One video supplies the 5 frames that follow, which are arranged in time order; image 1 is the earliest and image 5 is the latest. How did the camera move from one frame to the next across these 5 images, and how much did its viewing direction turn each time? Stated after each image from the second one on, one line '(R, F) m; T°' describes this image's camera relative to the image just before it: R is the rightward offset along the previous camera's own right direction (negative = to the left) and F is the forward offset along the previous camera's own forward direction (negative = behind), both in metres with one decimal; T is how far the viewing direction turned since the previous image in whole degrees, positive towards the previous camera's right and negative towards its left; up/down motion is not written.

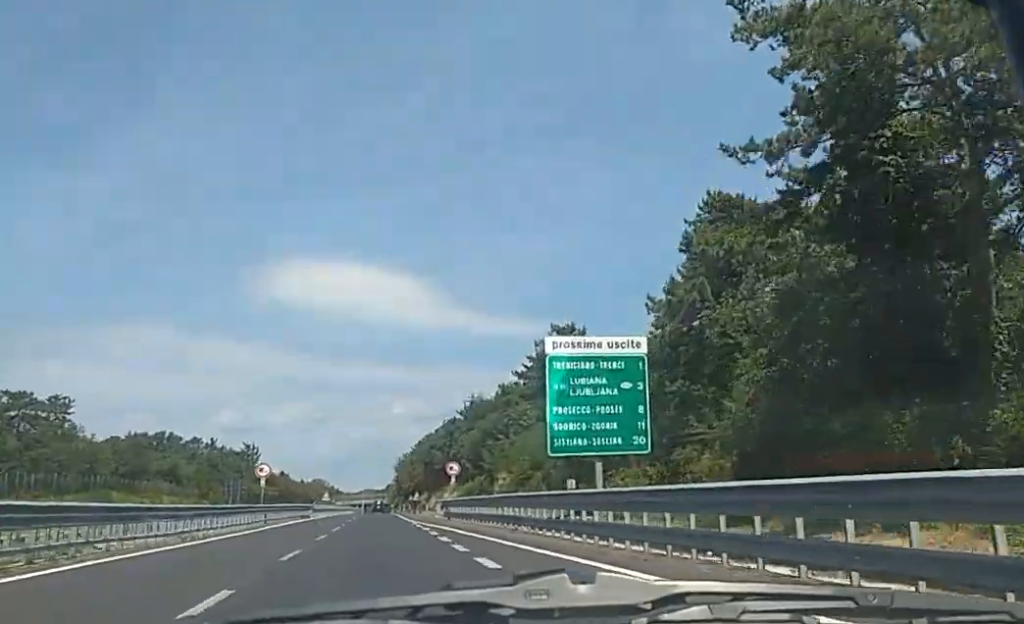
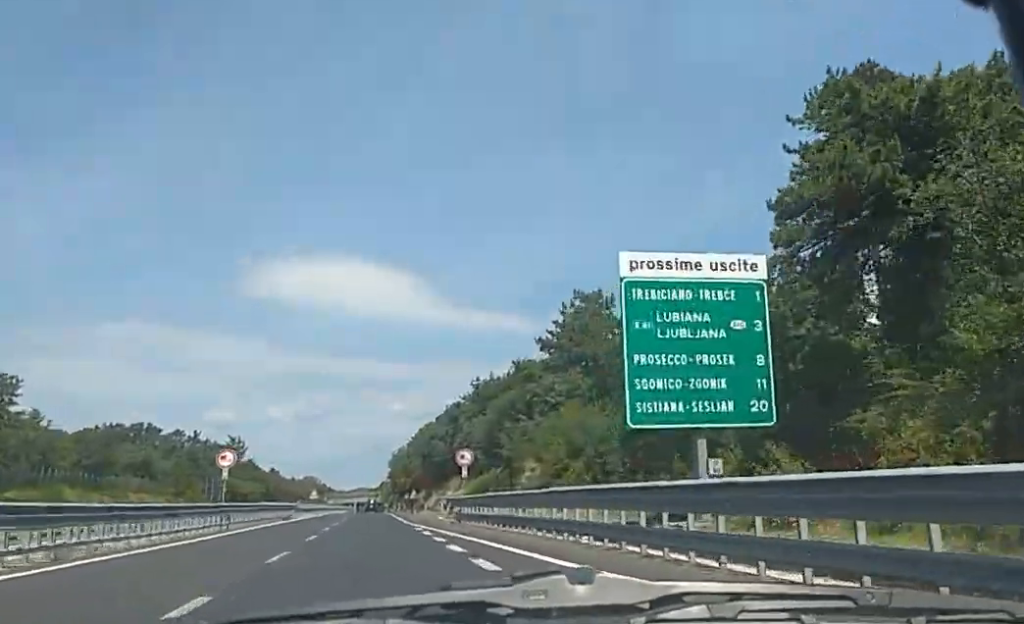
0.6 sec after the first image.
(0.0, +13.5) m; 0°
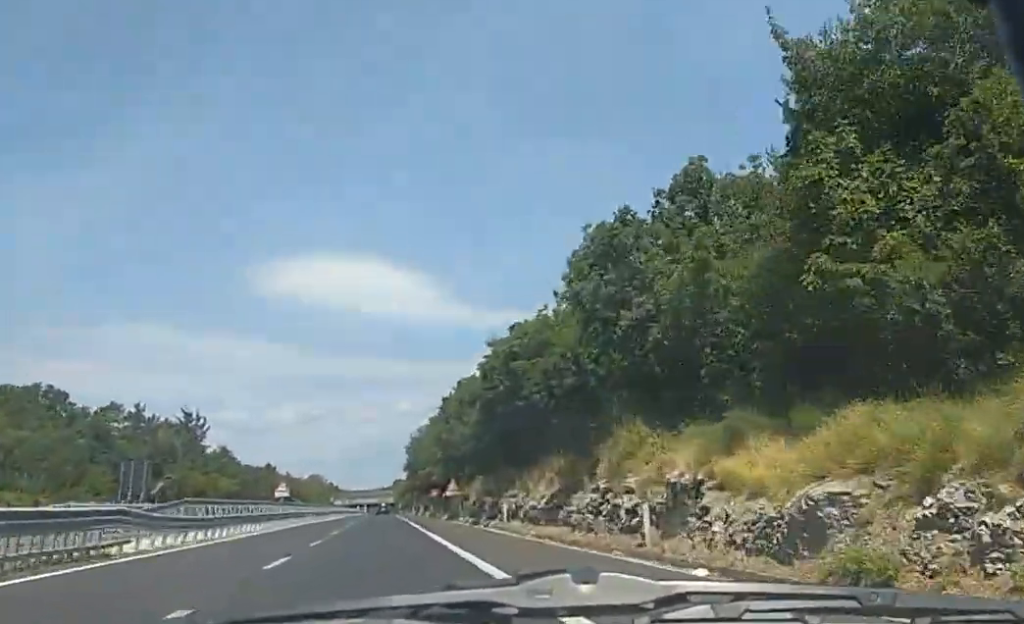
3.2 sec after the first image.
(-0.6, +62.8) m; -1°
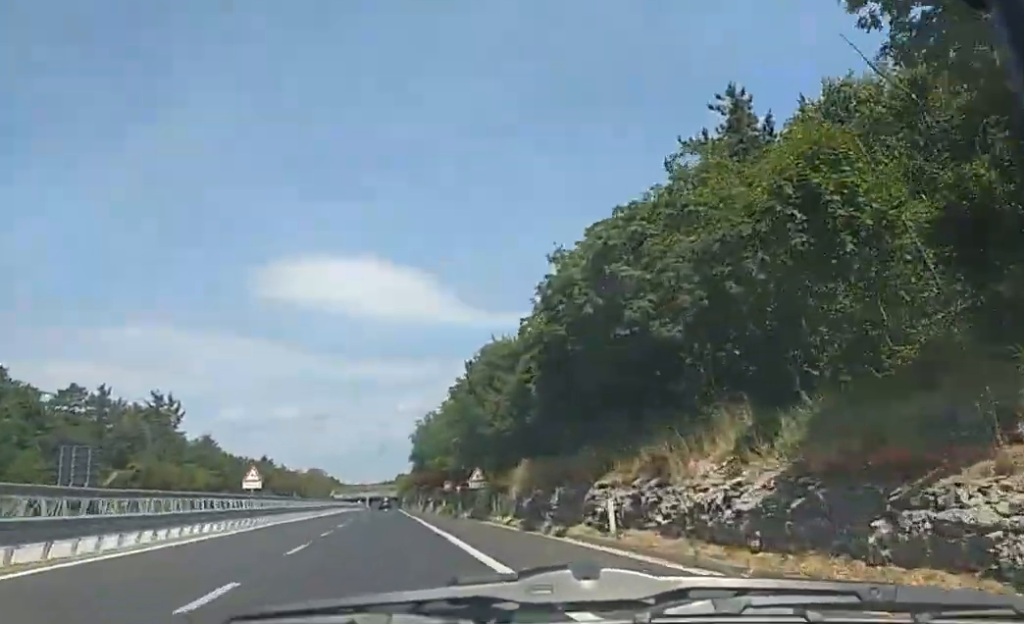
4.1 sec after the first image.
(0.0, +21.9) m; 0°
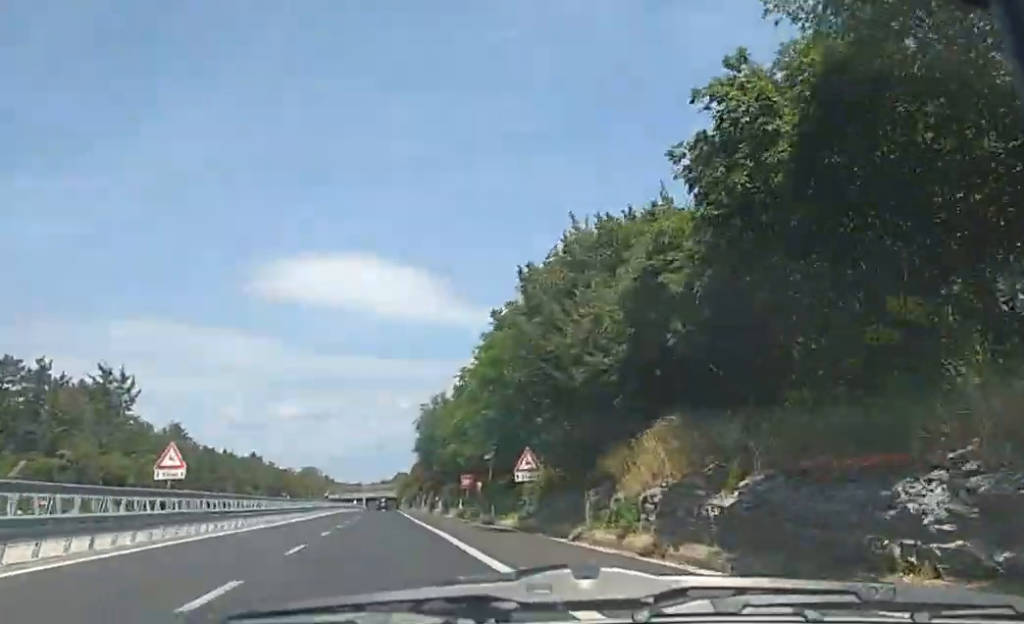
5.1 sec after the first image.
(0.0, +24.8) m; +1°
